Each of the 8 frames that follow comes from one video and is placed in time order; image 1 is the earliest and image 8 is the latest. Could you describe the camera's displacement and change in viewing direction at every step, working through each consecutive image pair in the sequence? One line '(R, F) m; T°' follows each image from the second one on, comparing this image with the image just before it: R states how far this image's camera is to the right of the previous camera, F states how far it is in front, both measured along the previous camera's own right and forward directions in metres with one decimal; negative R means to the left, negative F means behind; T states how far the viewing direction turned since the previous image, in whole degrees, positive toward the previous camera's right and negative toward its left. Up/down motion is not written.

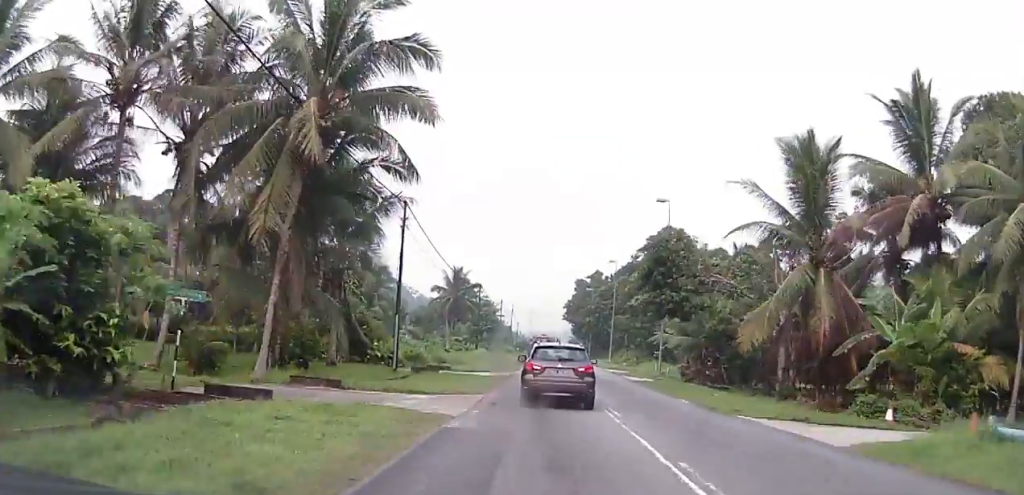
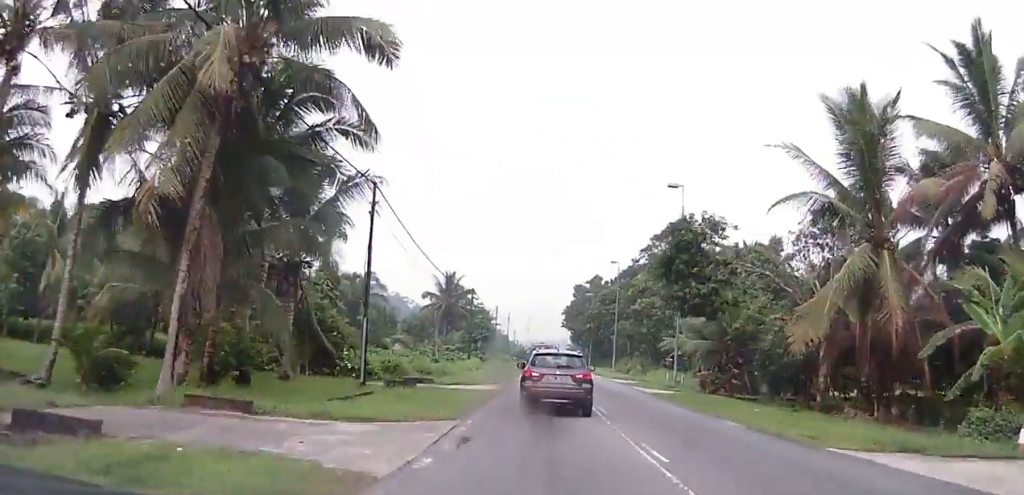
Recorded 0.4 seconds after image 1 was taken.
(0.0, +6.1) m; +1°
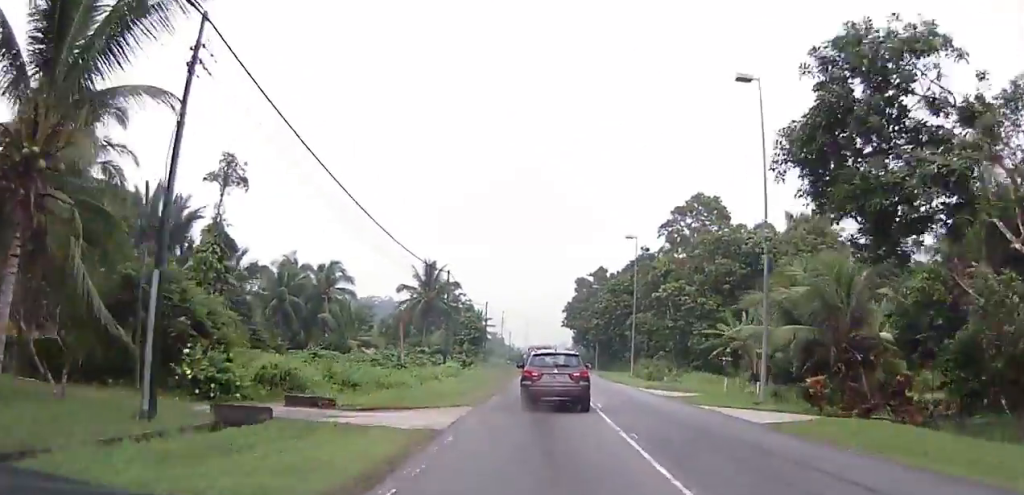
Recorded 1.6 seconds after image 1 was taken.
(+0.1, +17.0) m; -1°
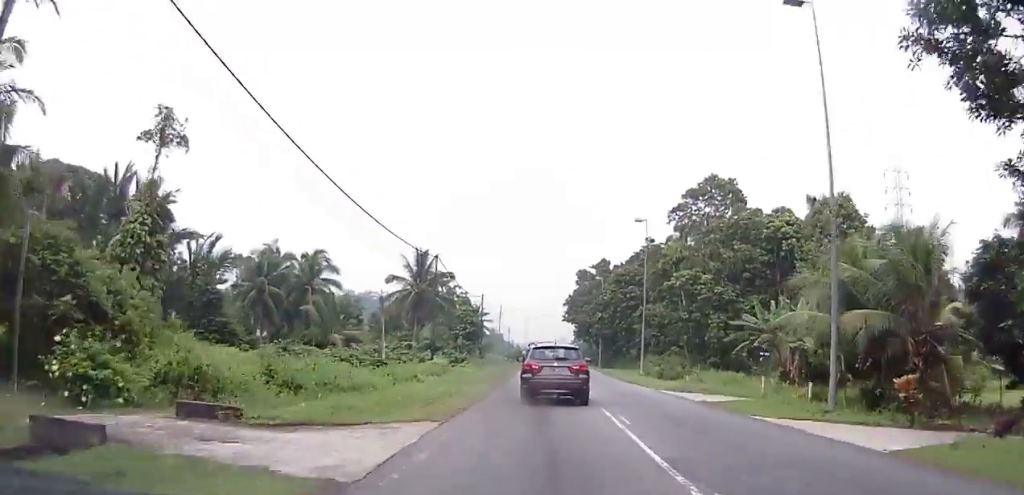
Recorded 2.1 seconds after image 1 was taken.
(-0.2, +6.2) m; 0°
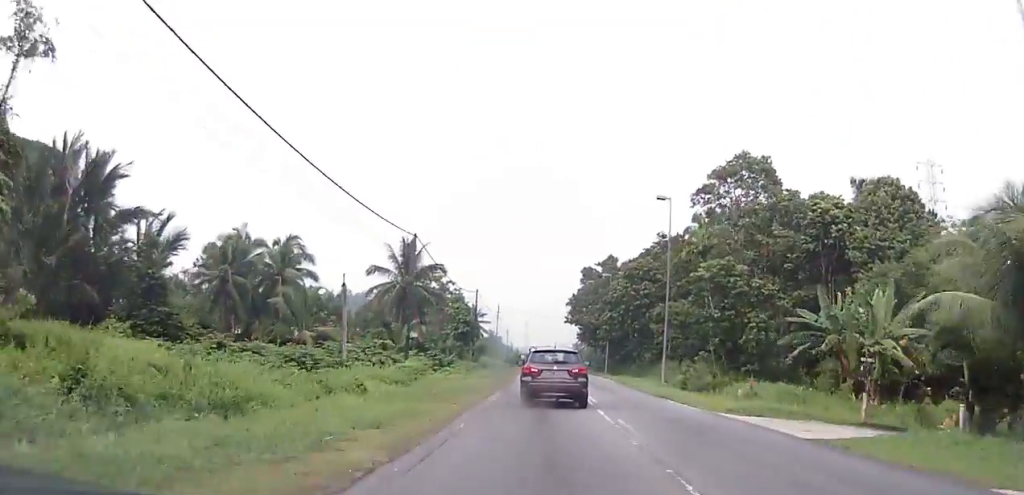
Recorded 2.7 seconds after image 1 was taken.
(0.0, +9.6) m; +1°
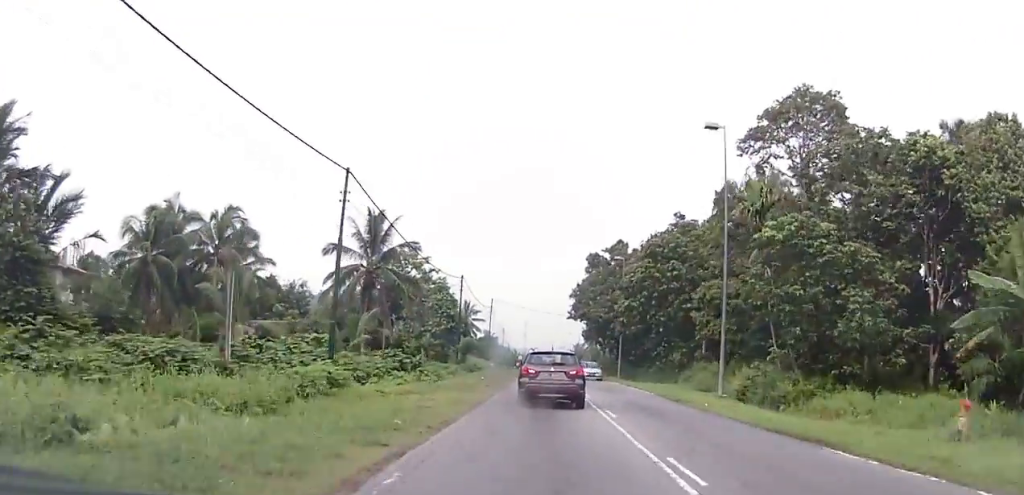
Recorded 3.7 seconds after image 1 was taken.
(+0.3, +14.5) m; 0°
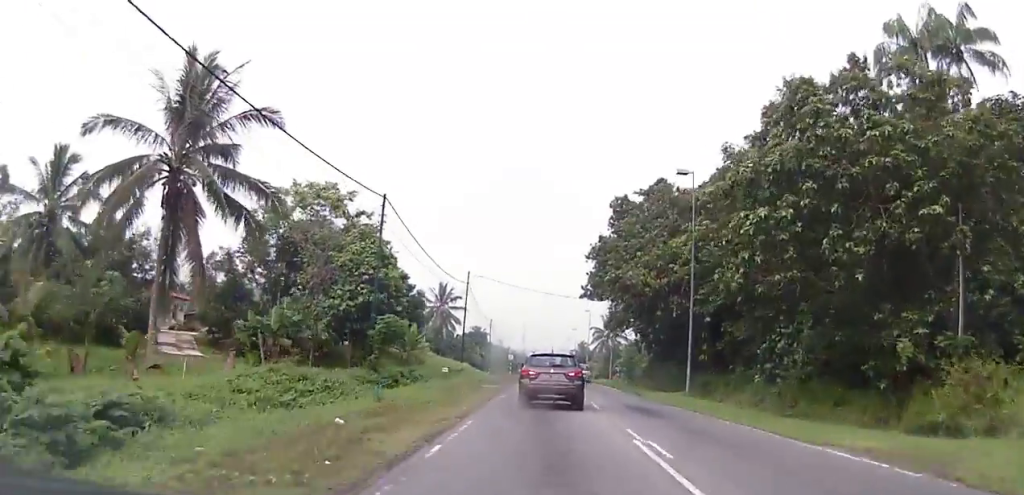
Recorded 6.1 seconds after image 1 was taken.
(-0.9, +33.3) m; -1°
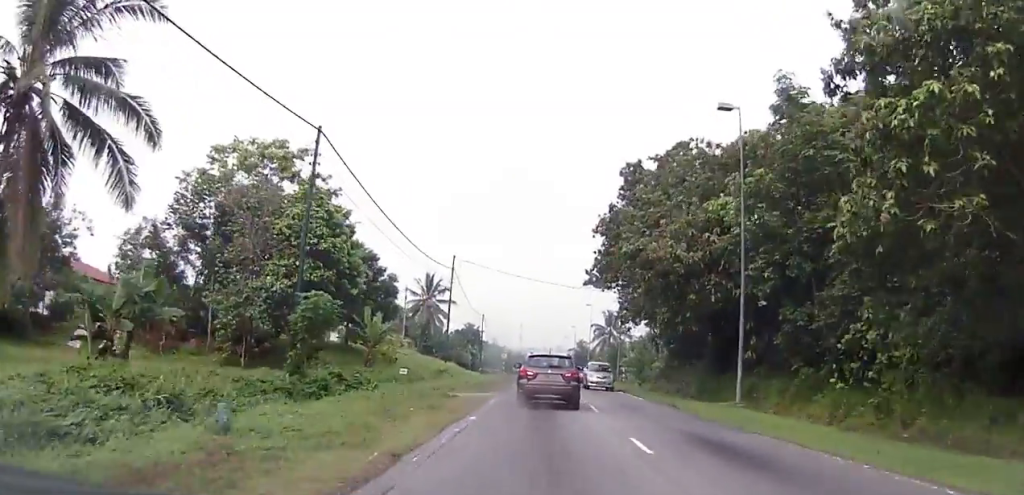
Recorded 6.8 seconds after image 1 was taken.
(+0.1, +10.2) m; +1°
